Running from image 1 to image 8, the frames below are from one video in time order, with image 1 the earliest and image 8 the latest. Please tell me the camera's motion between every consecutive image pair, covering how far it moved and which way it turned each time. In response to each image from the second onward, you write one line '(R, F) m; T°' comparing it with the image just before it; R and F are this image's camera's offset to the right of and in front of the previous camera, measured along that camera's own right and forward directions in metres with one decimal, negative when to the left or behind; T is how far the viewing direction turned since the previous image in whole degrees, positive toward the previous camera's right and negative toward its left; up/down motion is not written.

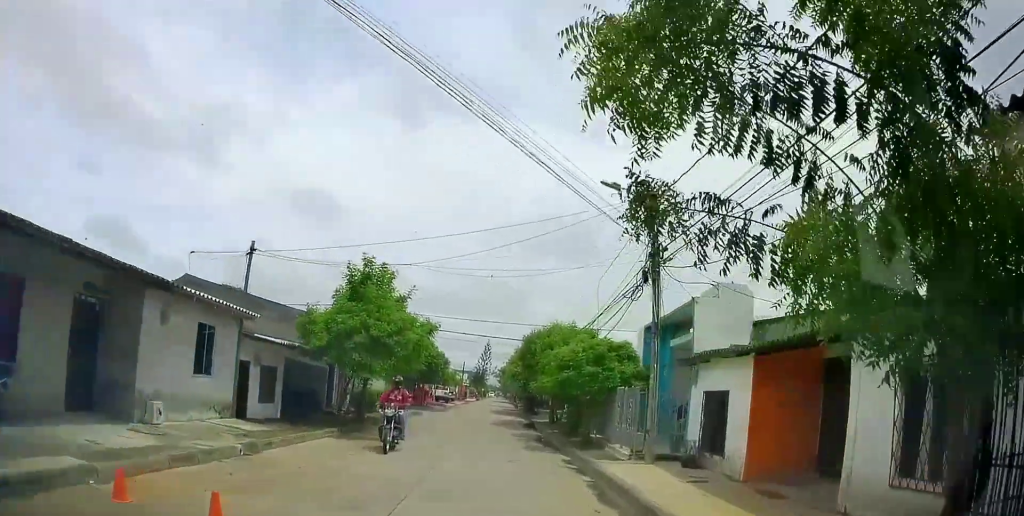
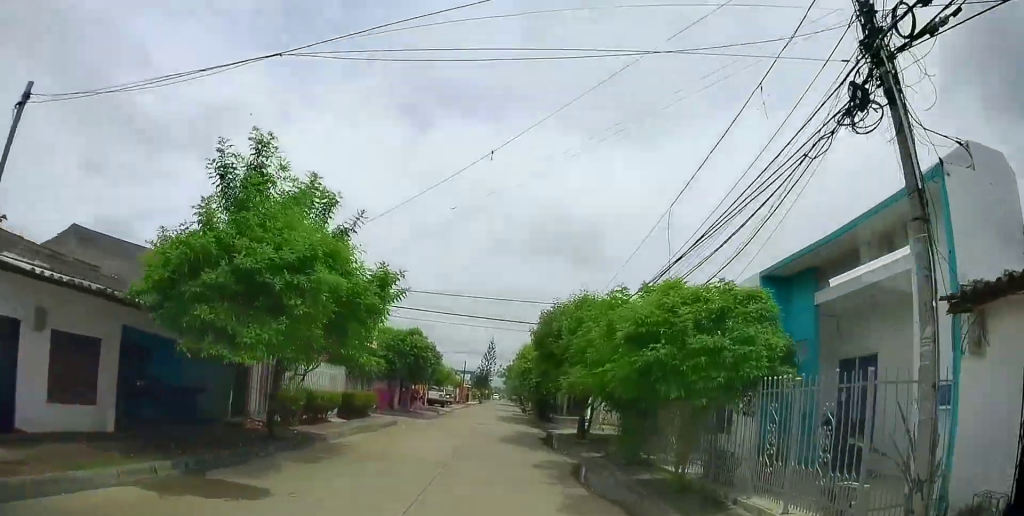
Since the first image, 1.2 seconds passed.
(0.0, +8.4) m; 0°
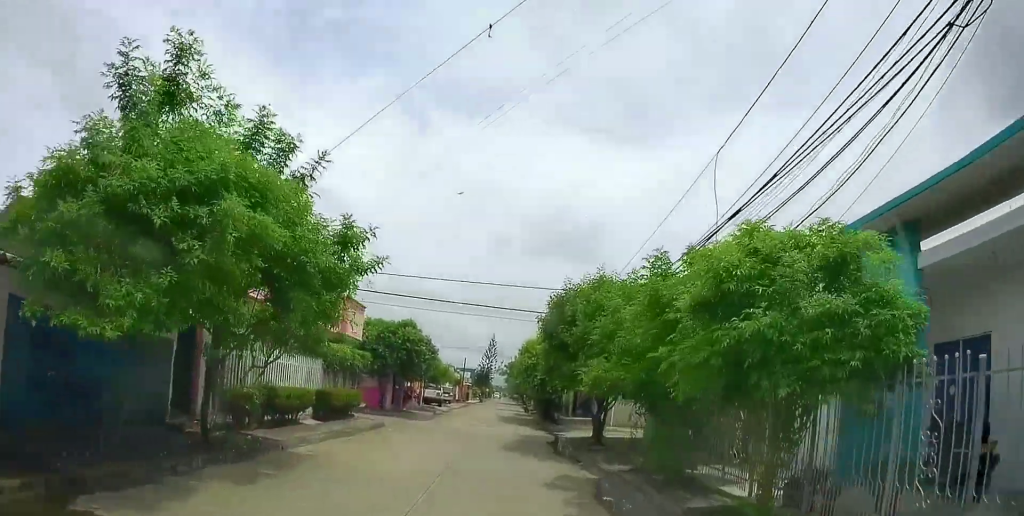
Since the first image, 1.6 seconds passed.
(0.0, +2.8) m; 0°
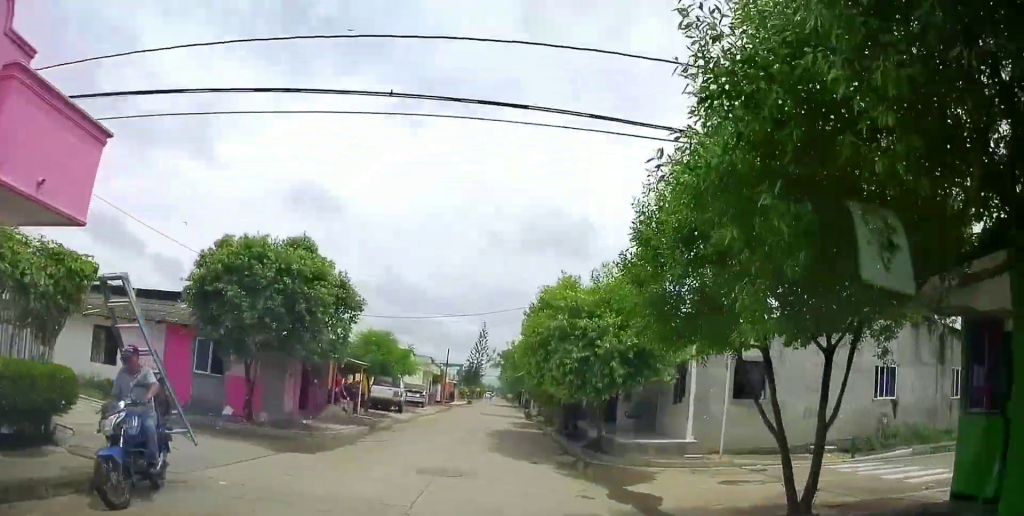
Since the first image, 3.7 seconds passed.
(0.0, +14.8) m; 0°
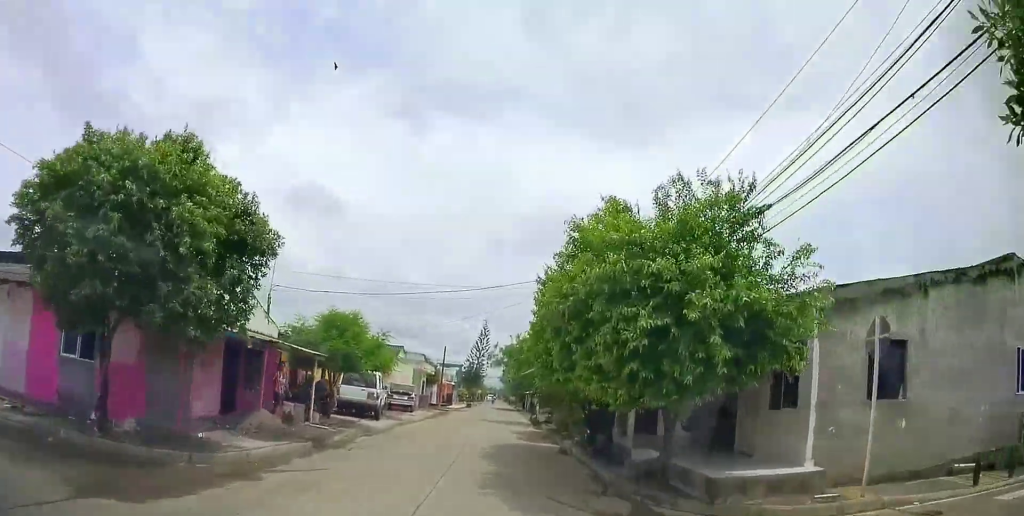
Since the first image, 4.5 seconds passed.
(0.0, +5.9) m; -2°
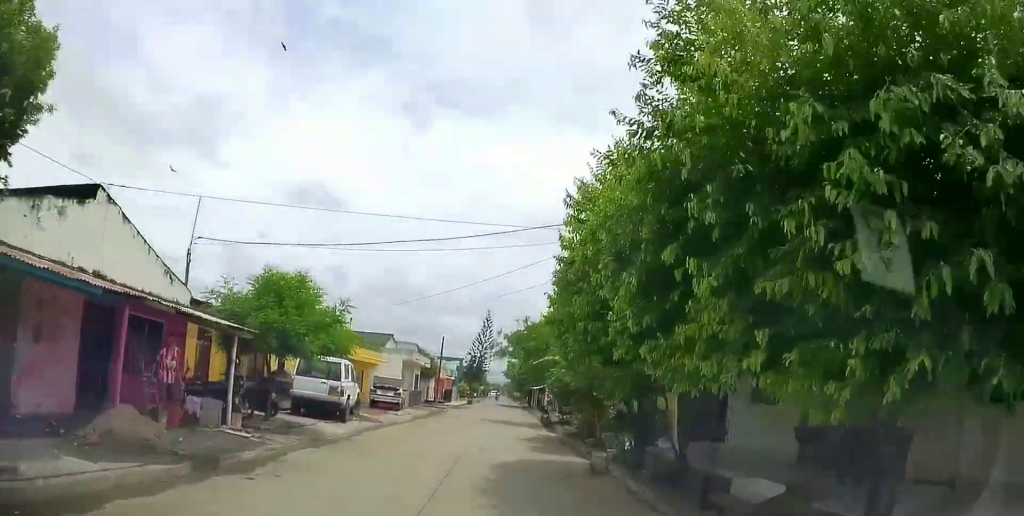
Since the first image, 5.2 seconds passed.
(-0.1, +5.4) m; -2°
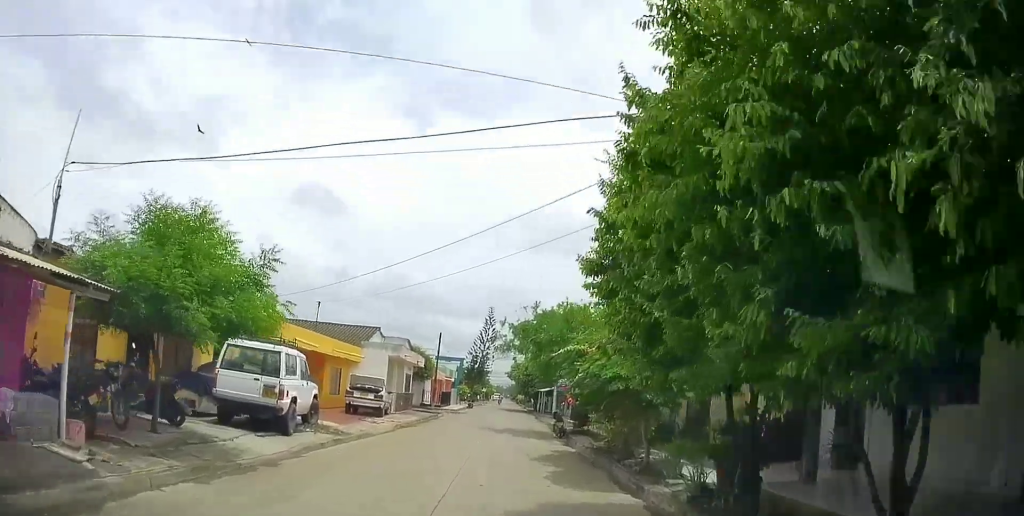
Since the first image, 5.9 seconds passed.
(-0.2, +5.1) m; -1°
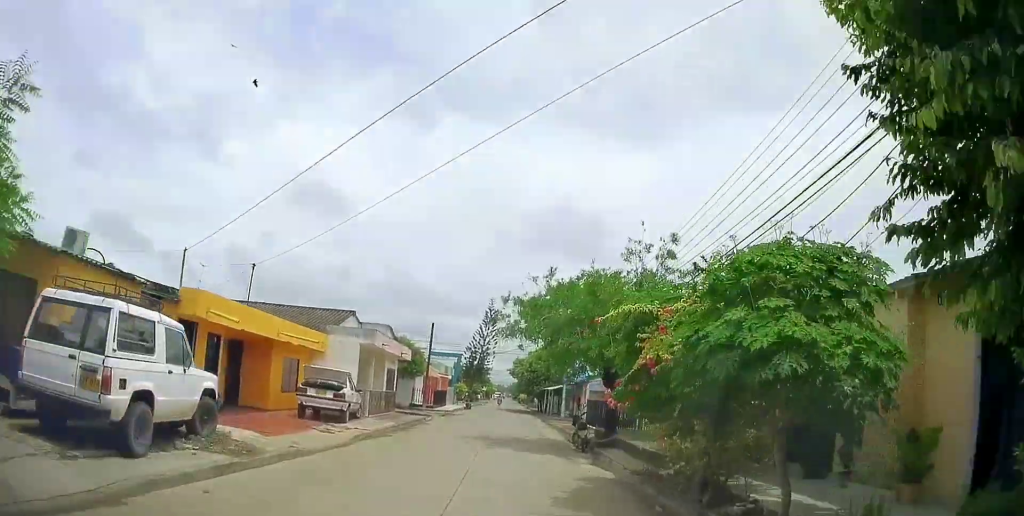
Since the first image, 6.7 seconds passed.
(0.0, +5.8) m; +2°
